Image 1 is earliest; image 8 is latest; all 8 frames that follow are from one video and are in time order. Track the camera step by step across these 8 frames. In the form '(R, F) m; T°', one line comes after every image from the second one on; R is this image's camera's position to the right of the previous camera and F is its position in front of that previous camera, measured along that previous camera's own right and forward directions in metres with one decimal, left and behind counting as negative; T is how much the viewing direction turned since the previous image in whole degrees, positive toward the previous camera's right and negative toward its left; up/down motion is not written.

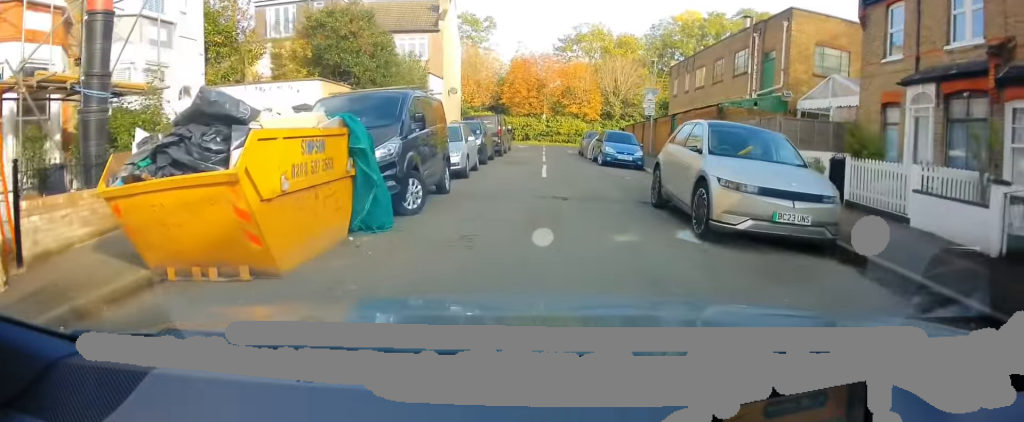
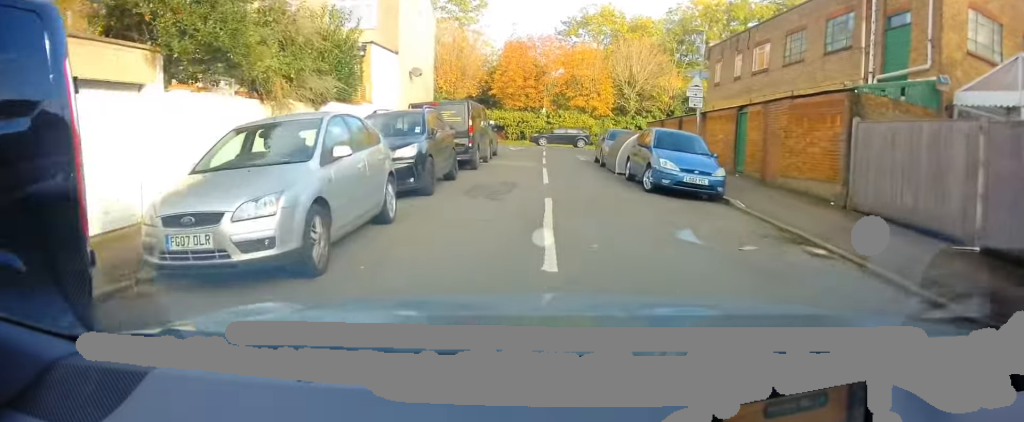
(-0.1, +10.4) m; 0°
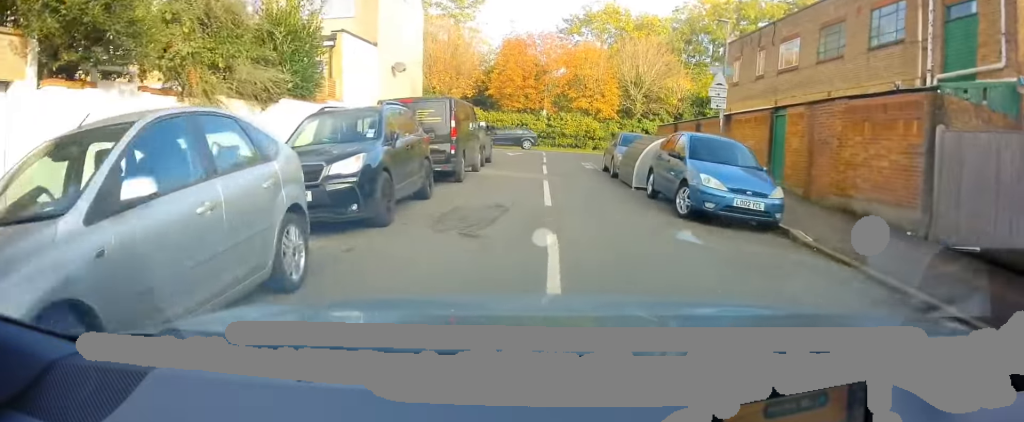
(0.0, +3.1) m; 0°
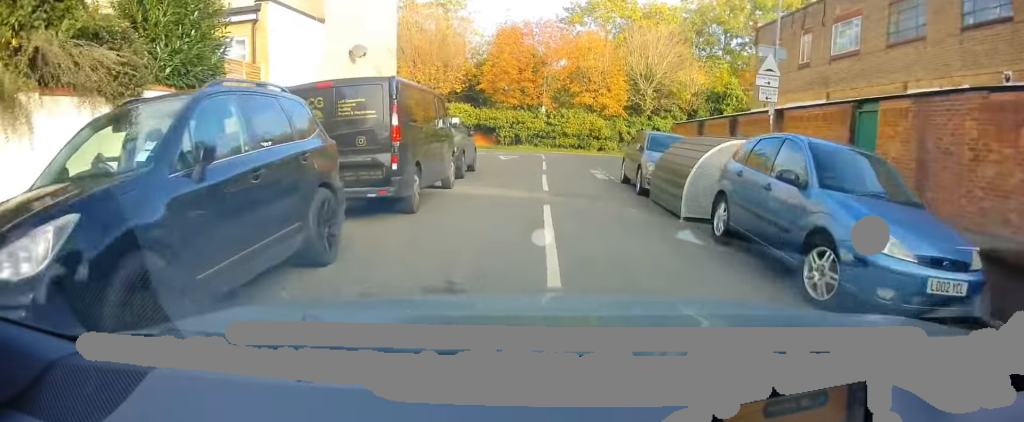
(0.0, +4.8) m; +3°
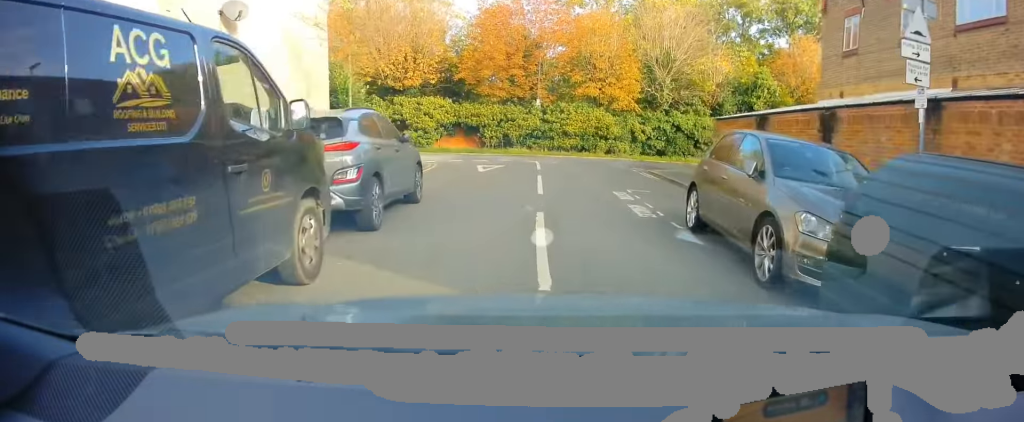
(+0.2, +7.6) m; -1°
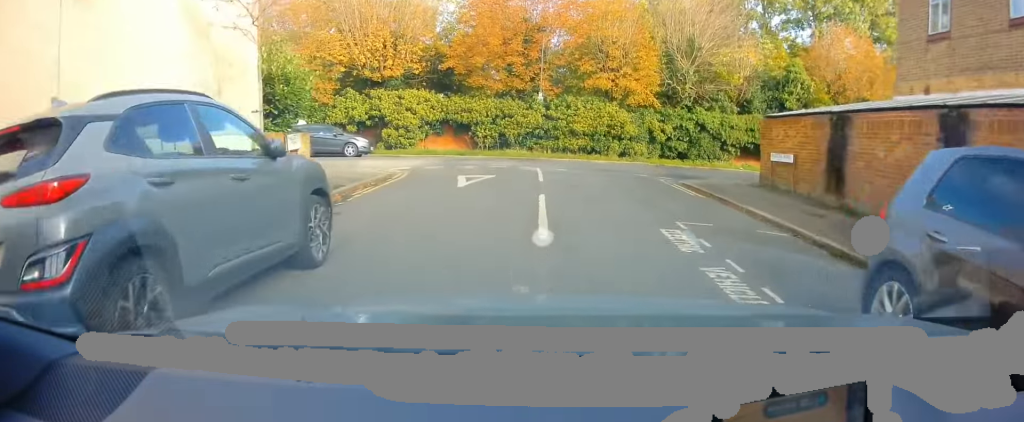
(-0.2, +4.8) m; -4°
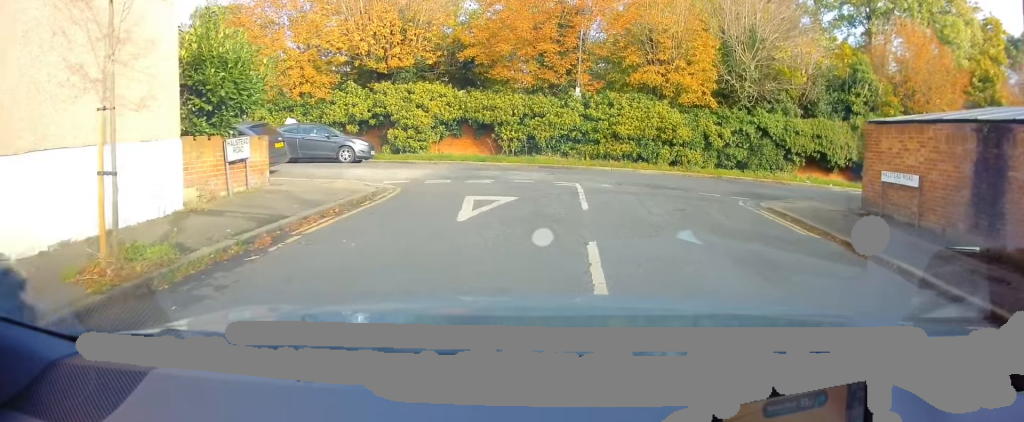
(-0.1, +4.6) m; -2°
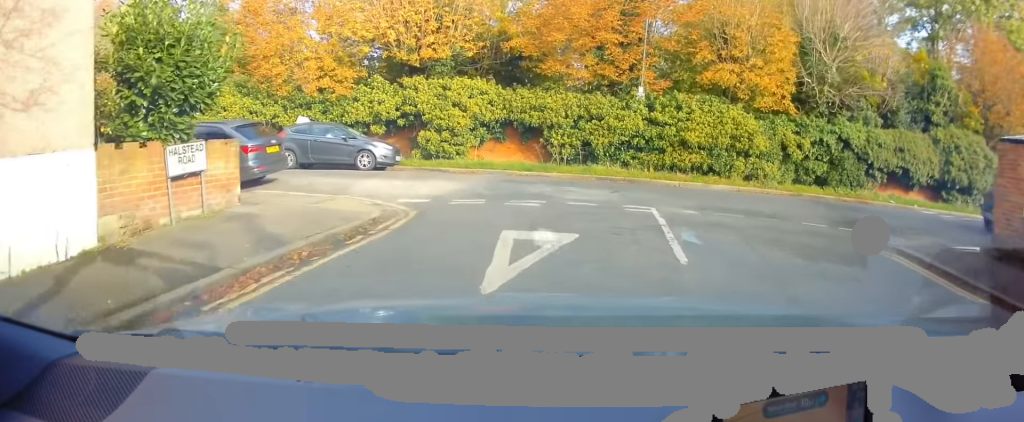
(0.0, +3.5) m; 0°
